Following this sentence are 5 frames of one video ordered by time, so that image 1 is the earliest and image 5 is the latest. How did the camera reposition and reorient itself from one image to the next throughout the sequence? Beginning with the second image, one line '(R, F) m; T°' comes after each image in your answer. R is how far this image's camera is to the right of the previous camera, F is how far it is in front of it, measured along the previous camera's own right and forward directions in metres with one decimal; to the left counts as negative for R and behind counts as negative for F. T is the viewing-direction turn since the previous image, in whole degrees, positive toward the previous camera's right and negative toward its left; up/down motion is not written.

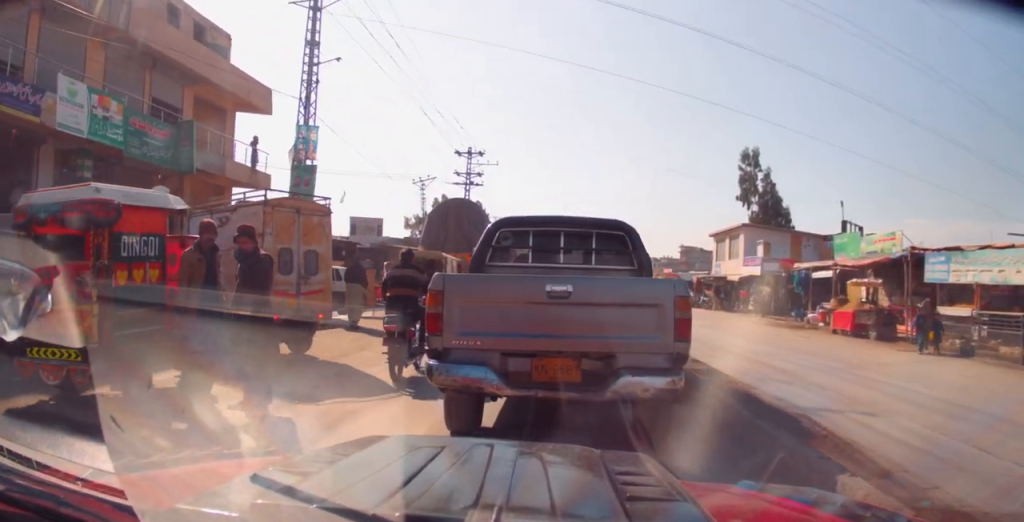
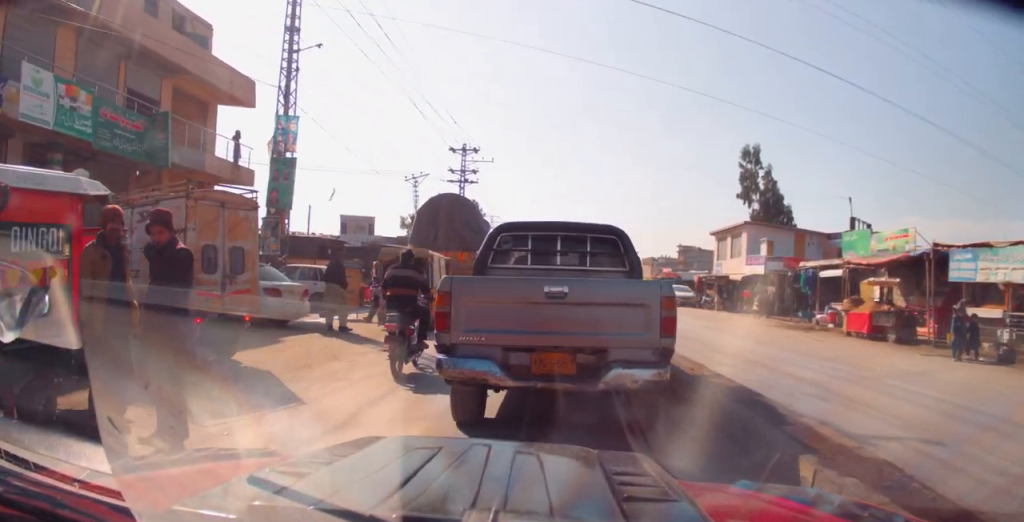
(+0.2, +1.3) m; 0°
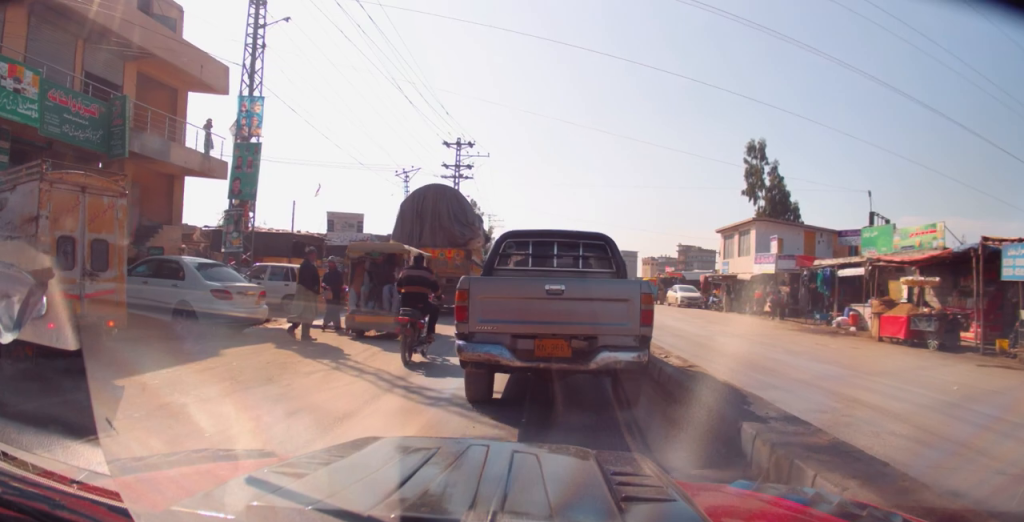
(-0.1, +2.3) m; -3°
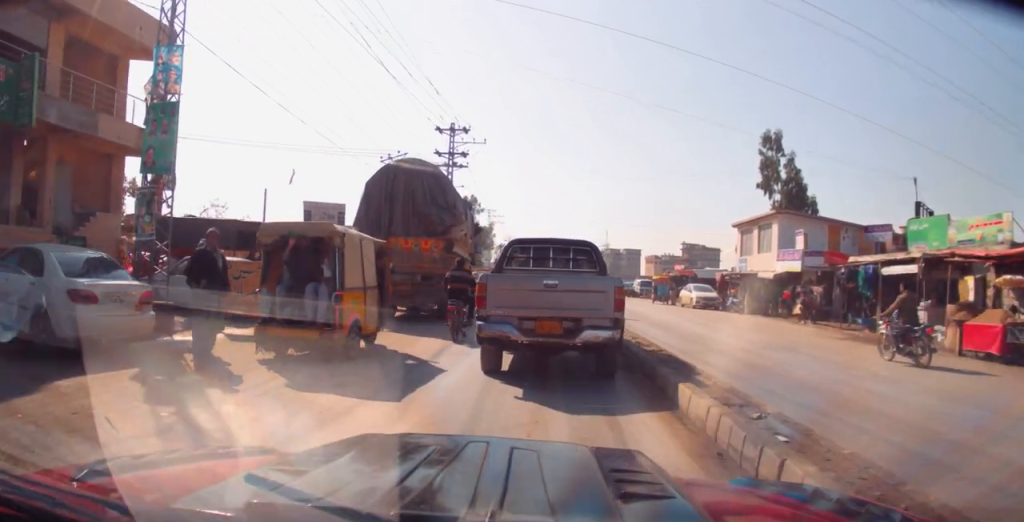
(-0.3, +4.0) m; -5°
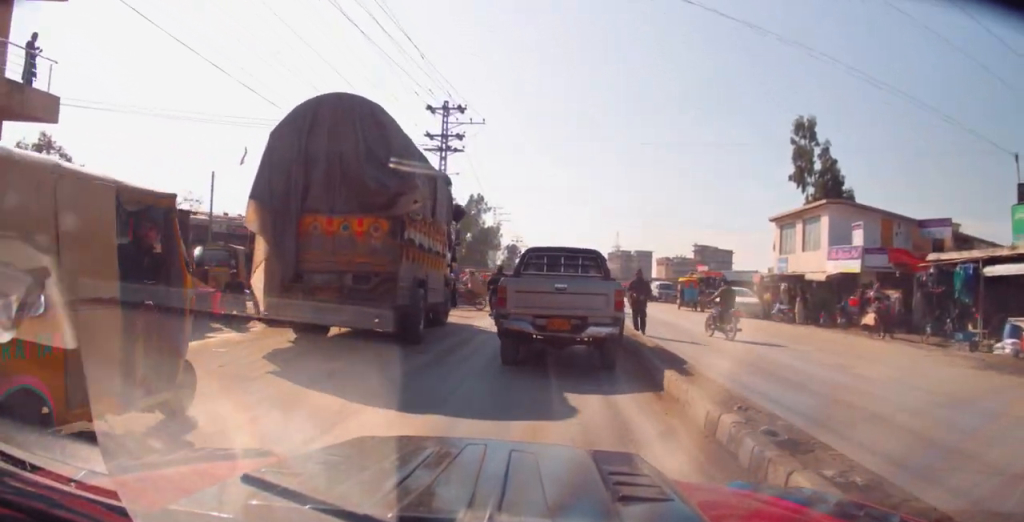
(0.0, +5.8) m; -2°
